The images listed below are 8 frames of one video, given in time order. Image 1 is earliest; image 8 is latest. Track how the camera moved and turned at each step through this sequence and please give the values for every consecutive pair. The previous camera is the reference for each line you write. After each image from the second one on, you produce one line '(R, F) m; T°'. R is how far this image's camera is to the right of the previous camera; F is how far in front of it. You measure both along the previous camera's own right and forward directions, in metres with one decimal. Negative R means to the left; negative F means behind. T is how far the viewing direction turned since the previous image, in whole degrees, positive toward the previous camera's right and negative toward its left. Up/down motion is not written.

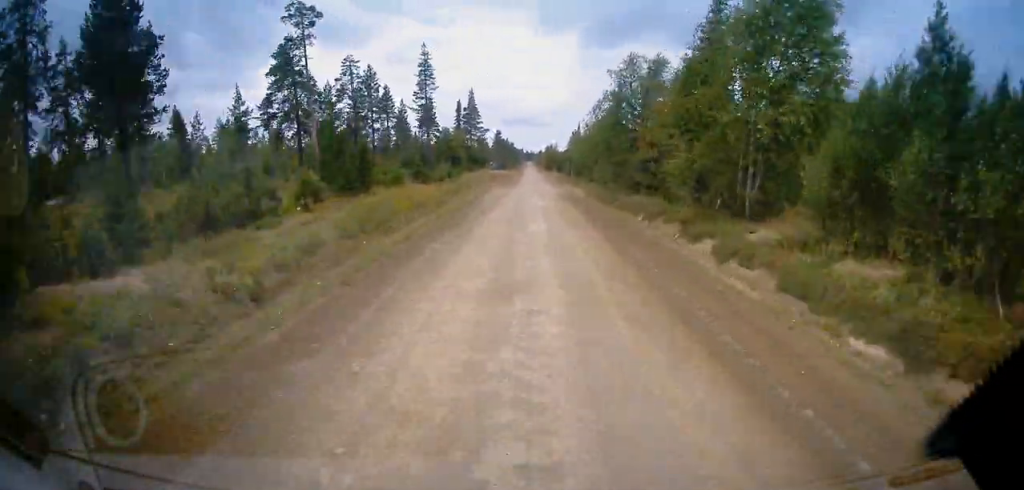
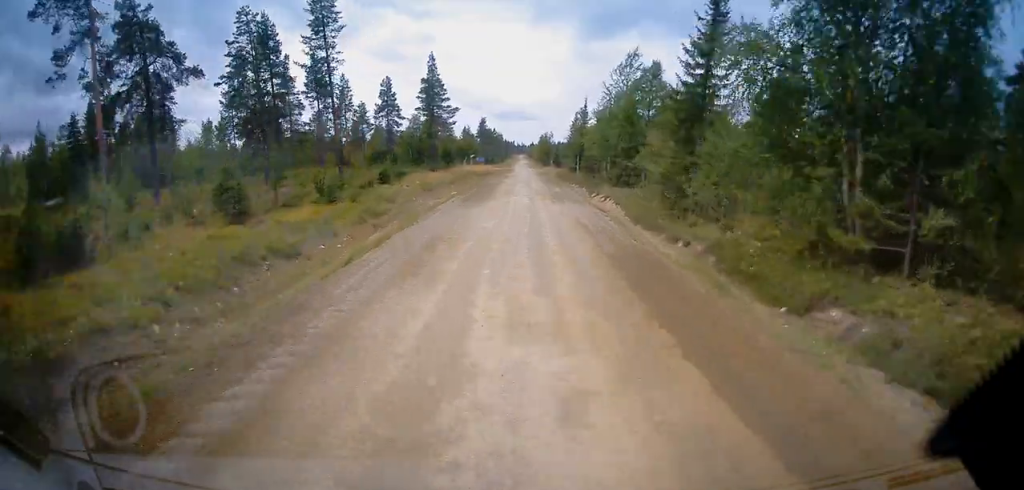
(-0.1, +27.5) m; 0°
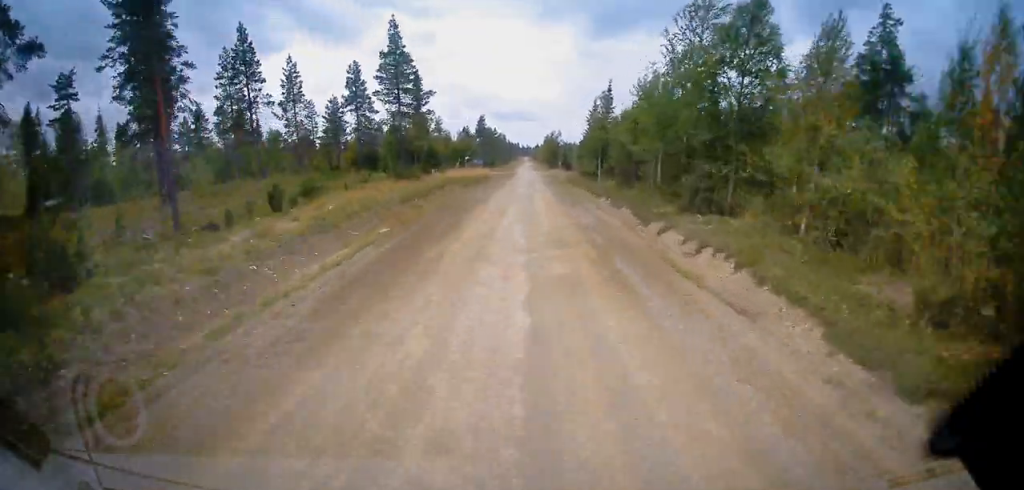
(+0.1, +17.1) m; 0°
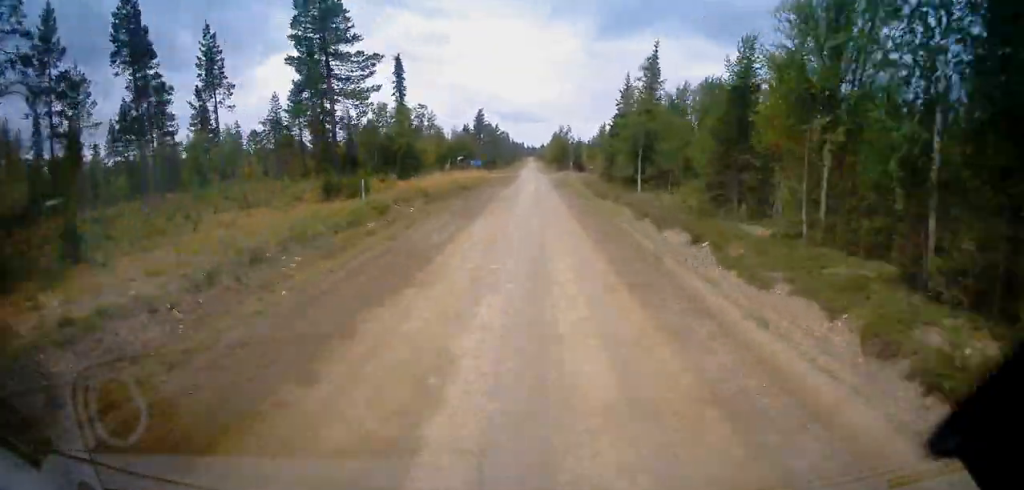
(-0.1, +15.8) m; 0°
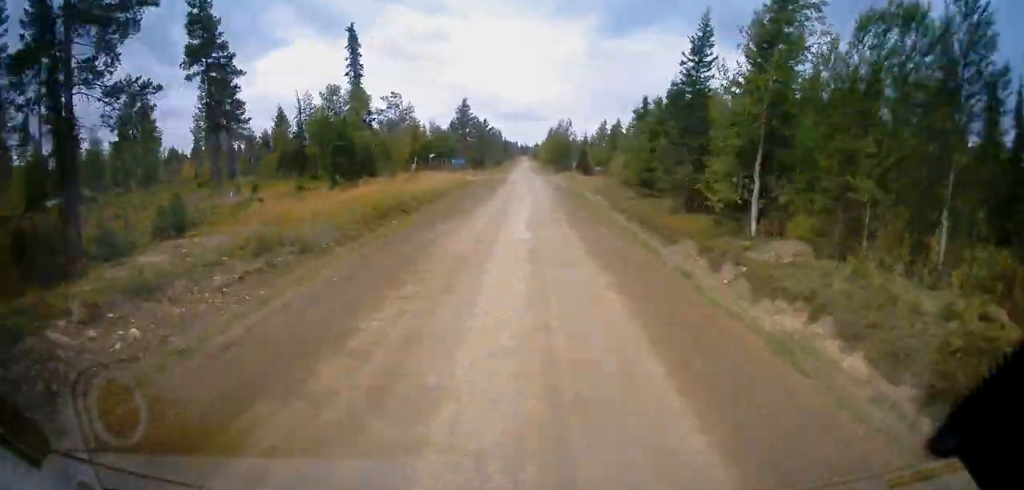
(+0.2, +16.8) m; 0°
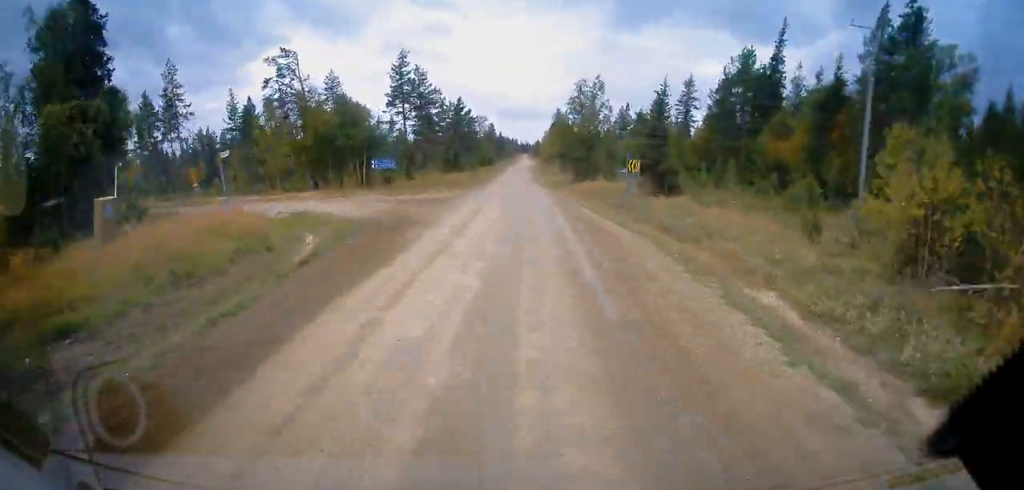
(+0.2, +38.4) m; -1°
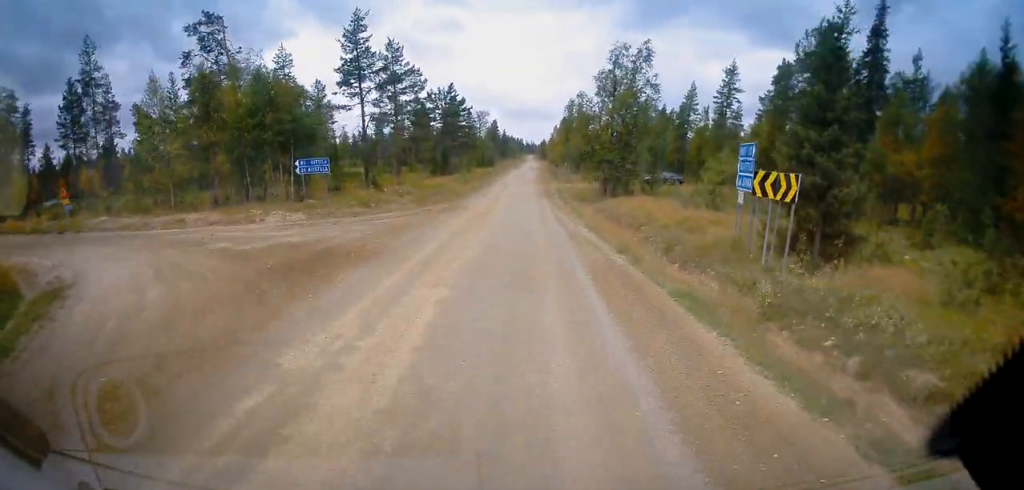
(-0.2, +16.2) m; -1°
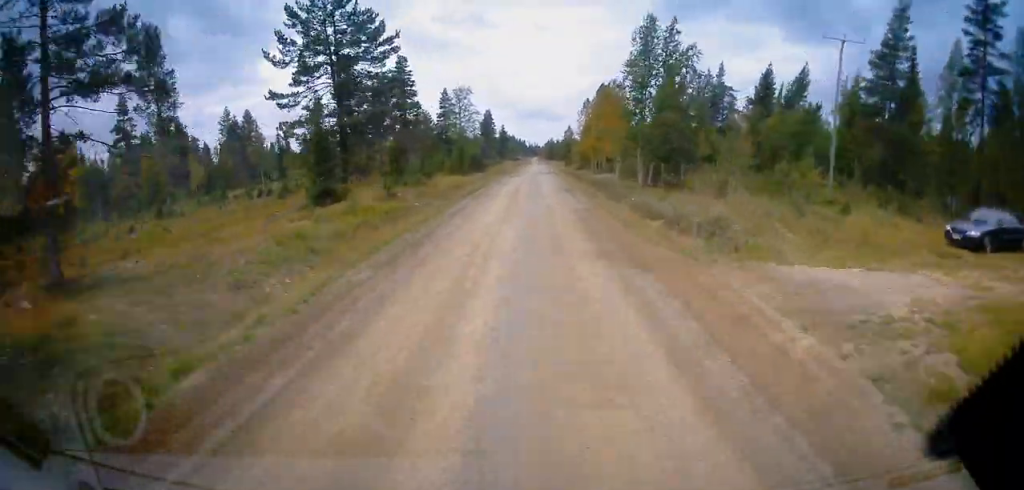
(-1.3, +70.4) m; 0°
